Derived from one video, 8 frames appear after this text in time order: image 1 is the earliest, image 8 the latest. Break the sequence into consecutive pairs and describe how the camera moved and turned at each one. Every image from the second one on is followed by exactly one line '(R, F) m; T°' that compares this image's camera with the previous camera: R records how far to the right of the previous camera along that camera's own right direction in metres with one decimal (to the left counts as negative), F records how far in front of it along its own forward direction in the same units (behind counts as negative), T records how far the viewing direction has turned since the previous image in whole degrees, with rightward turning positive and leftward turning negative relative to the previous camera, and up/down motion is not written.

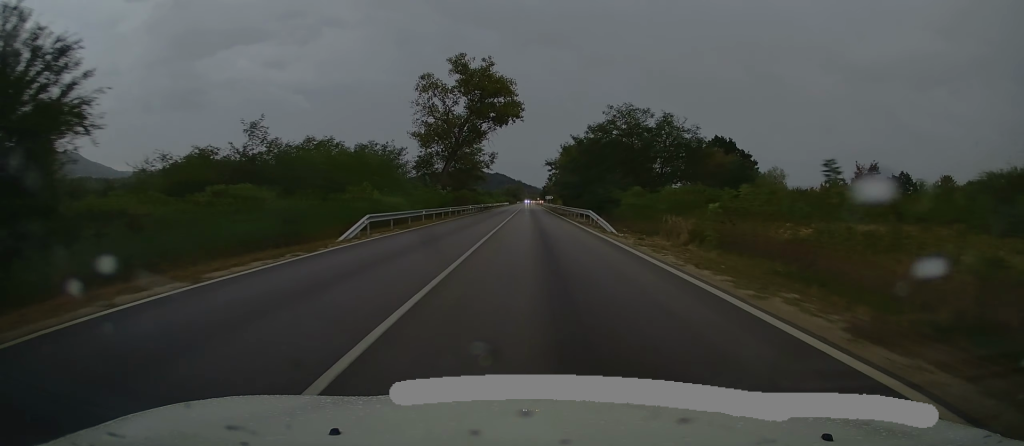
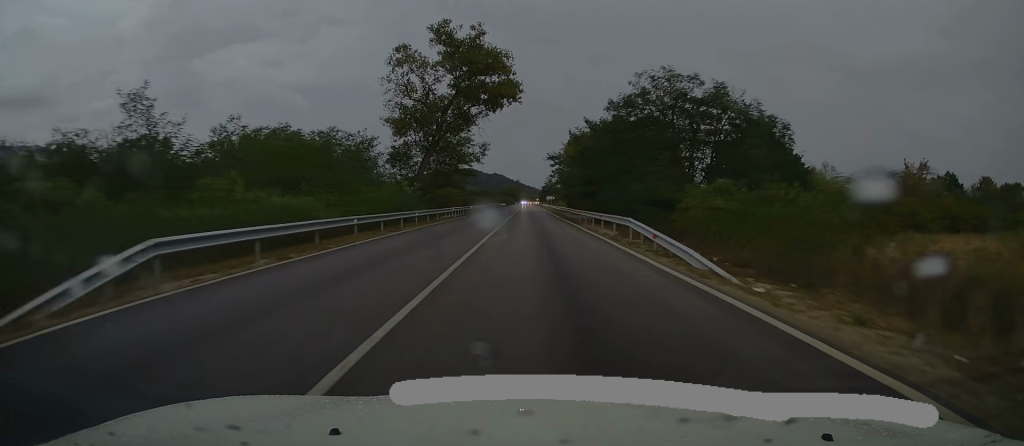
(-0.1, +13.5) m; 0°
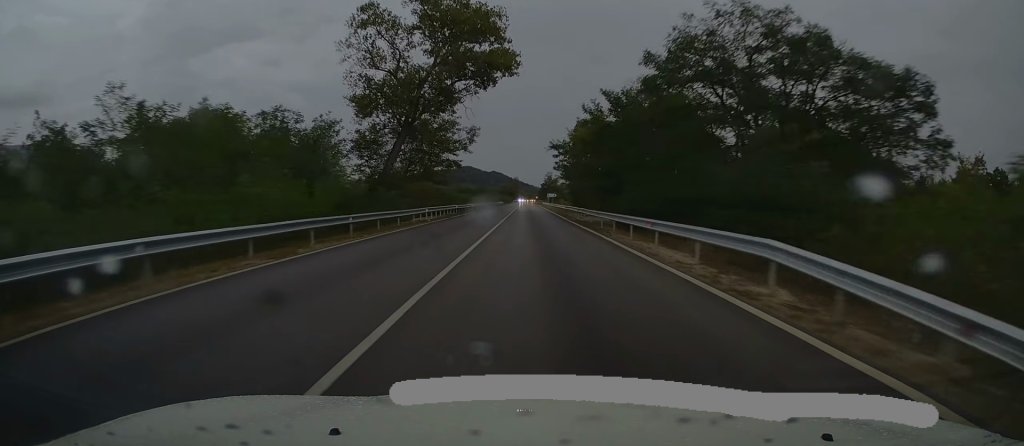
(+0.1, +12.2) m; 0°
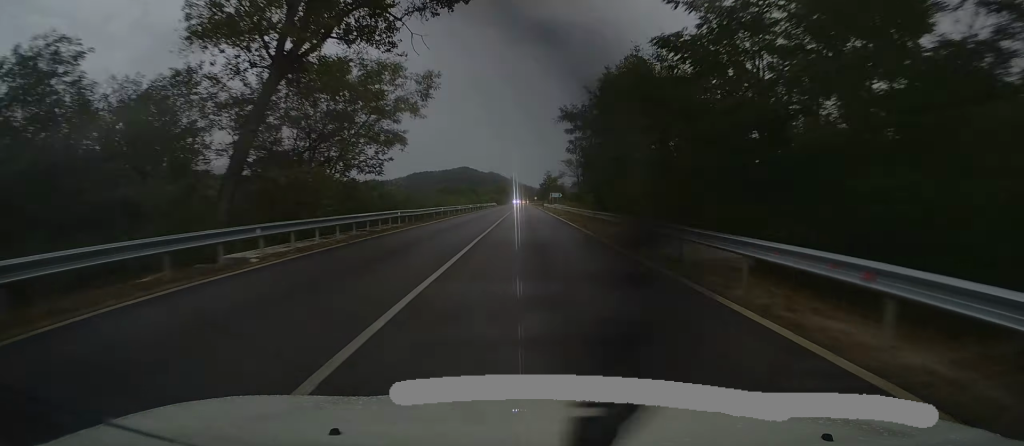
(0.0, +23.0) m; 0°
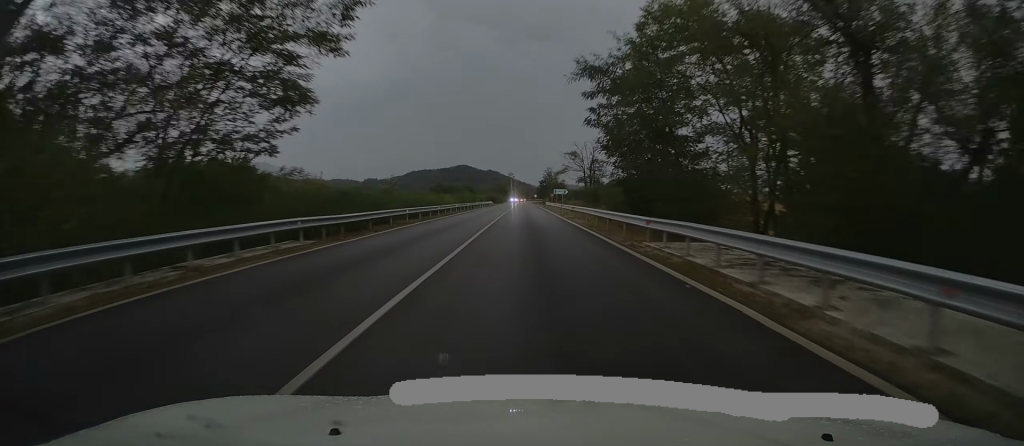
(-0.2, +13.1) m; 0°
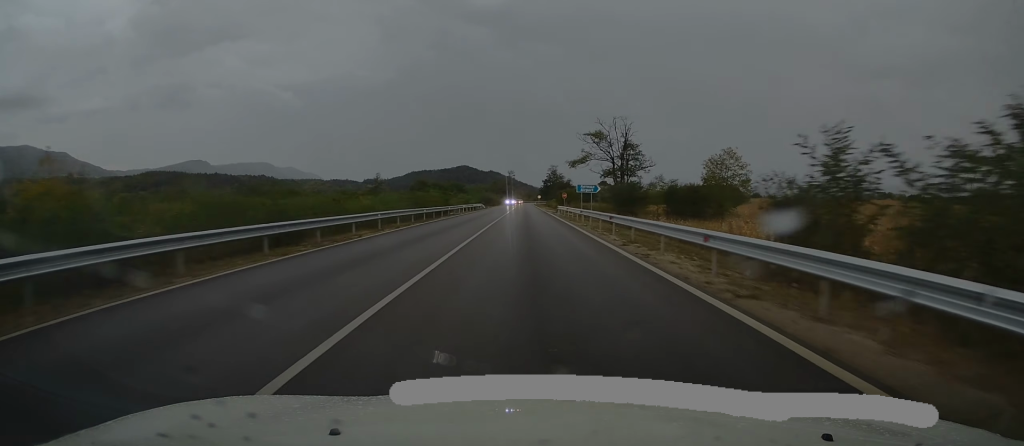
(+0.4, +30.1) m; +1°
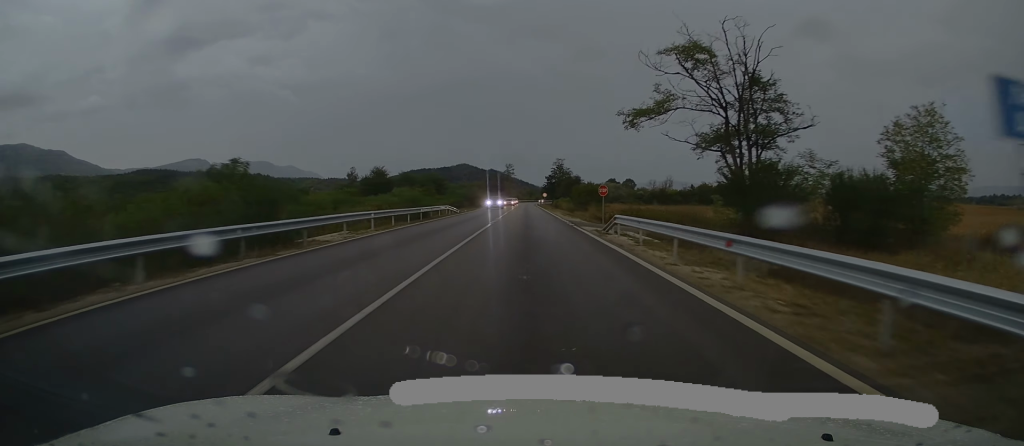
(-0.1, +37.3) m; 0°
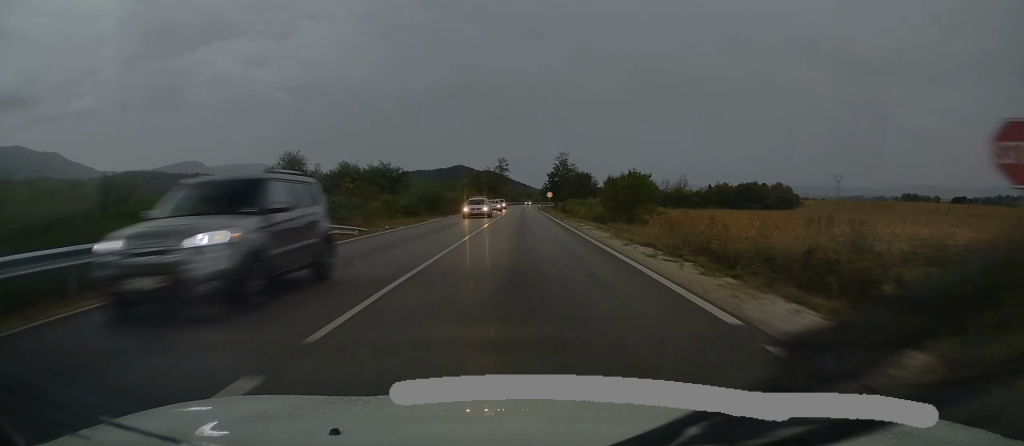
(0.0, +33.6) m; 0°
